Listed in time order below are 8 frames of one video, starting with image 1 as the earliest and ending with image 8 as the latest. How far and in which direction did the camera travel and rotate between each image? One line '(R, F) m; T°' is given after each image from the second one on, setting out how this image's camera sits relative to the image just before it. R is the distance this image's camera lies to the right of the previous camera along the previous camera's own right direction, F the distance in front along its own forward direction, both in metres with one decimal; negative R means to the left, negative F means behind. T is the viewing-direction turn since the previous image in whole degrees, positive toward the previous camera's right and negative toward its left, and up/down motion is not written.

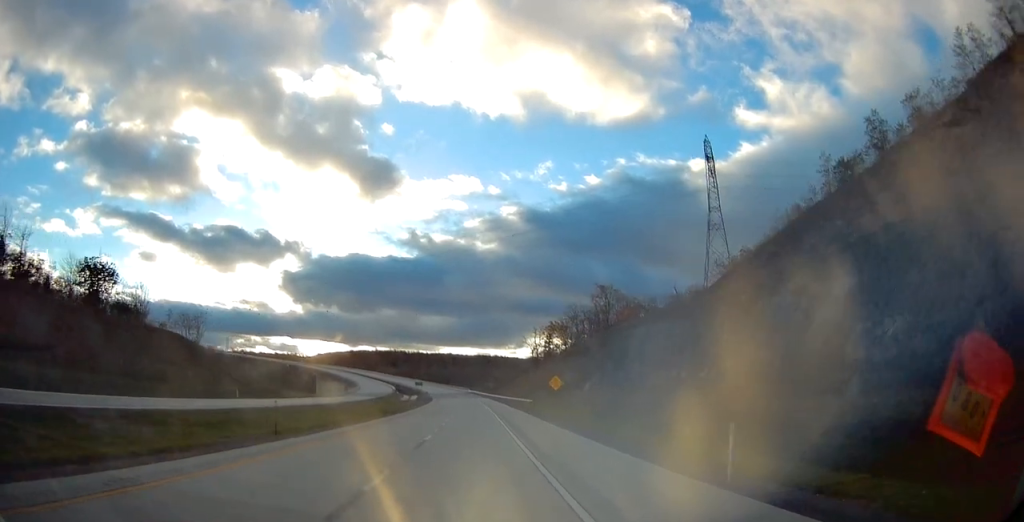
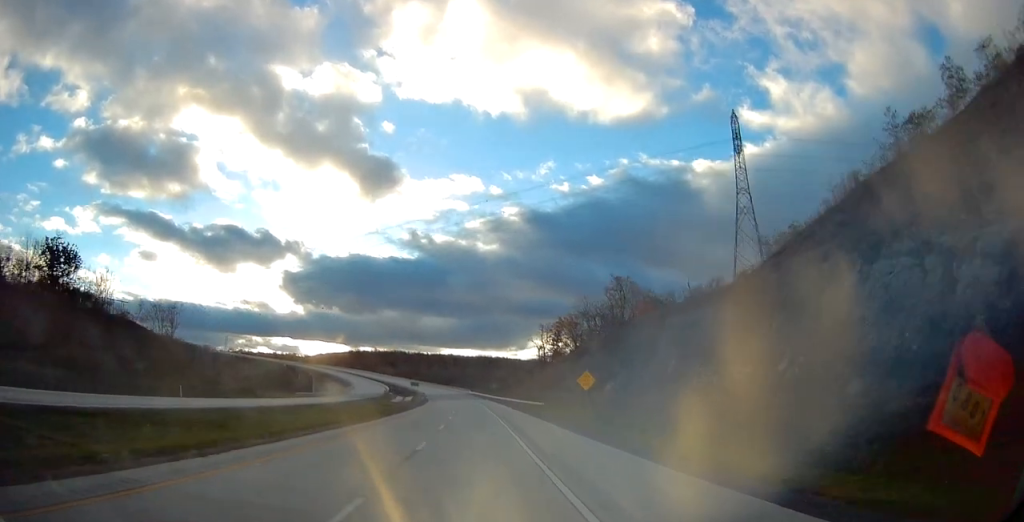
(+0.1, +16.2) m; 0°
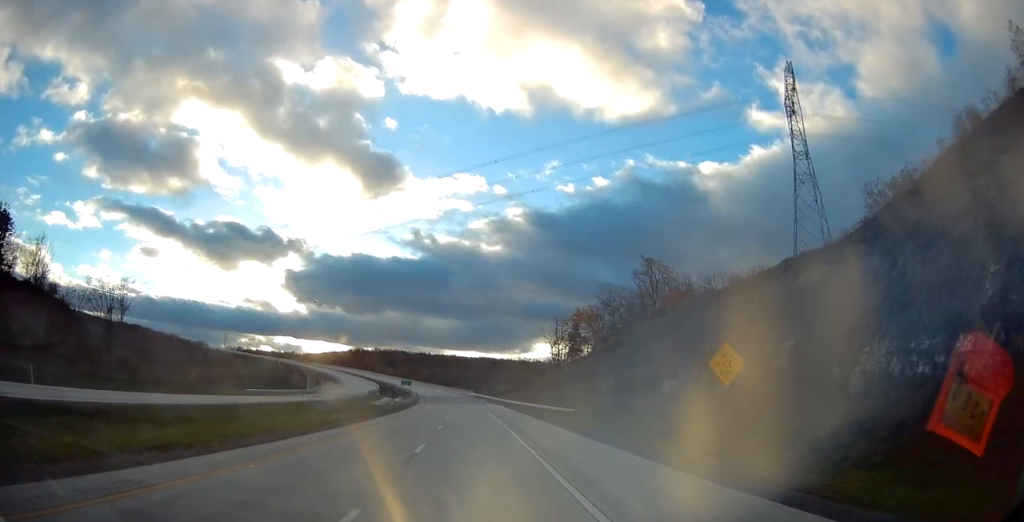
(-0.1, +25.4) m; -1°
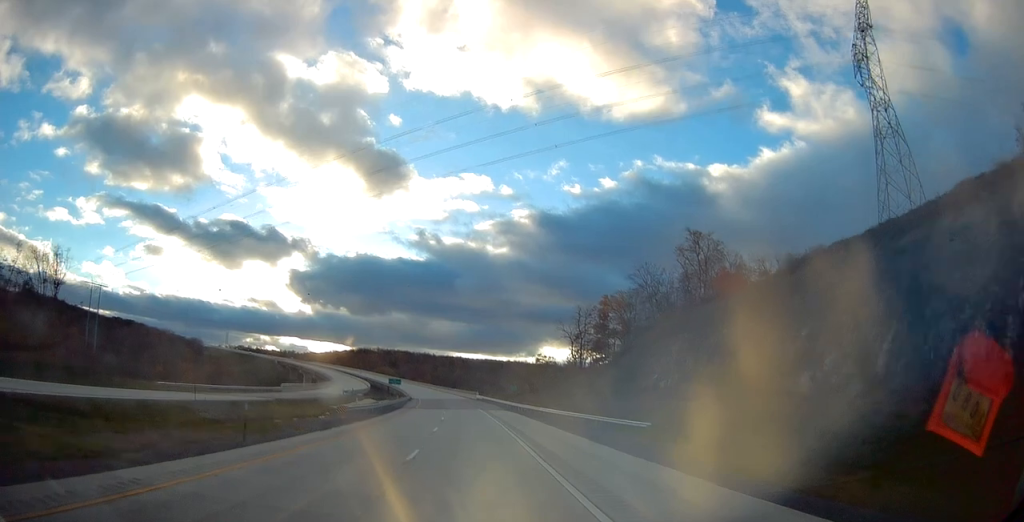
(-0.2, +26.4) m; -1°
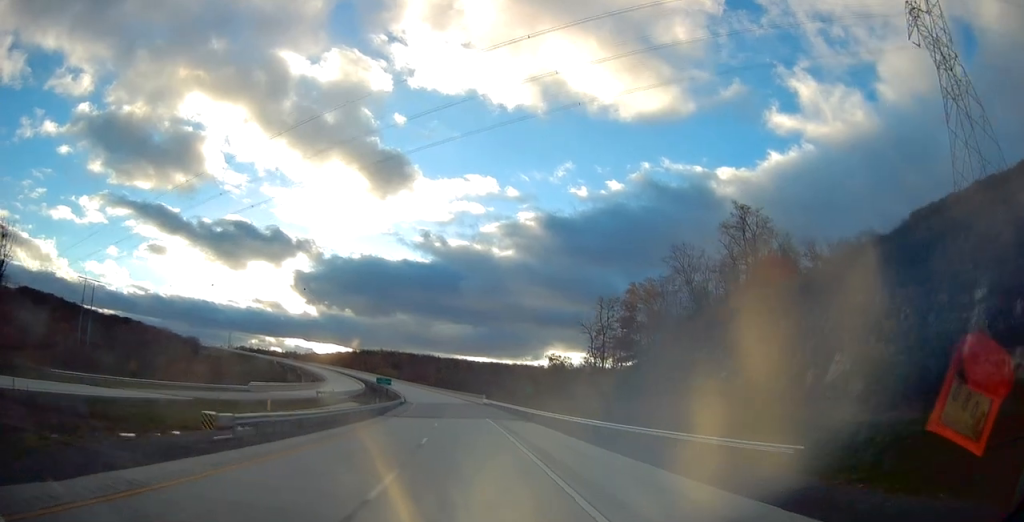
(-0.1, +18.2) m; 0°
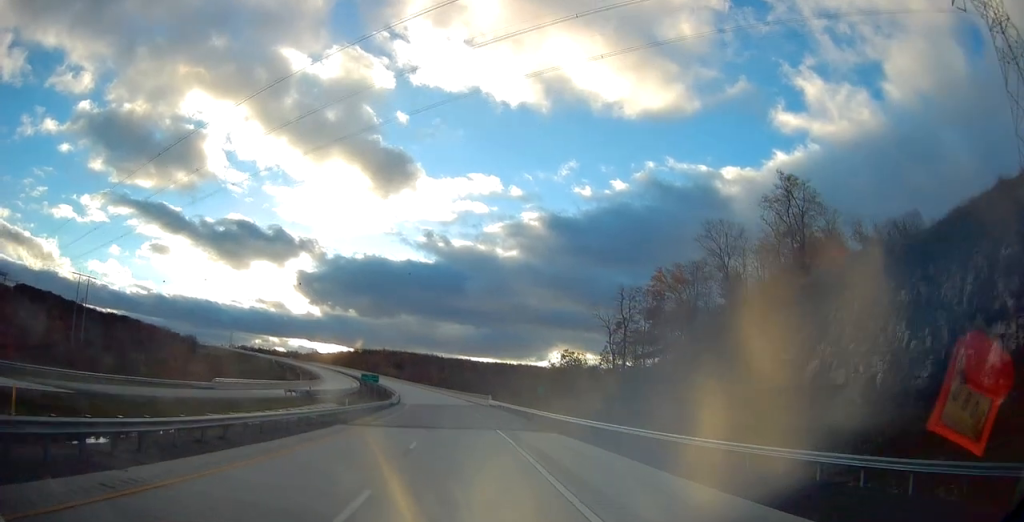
(0.0, +14.1) m; 0°
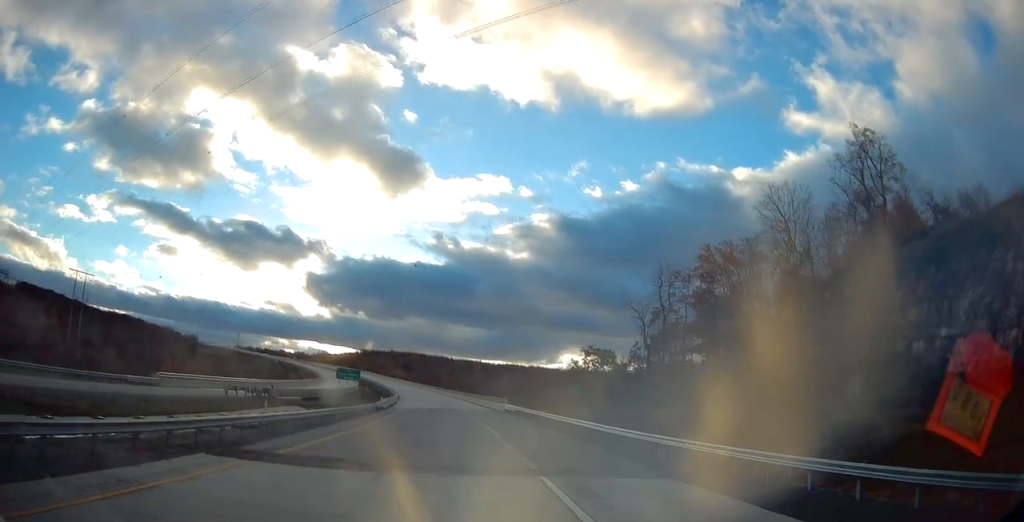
(0.0, +17.1) m; 0°
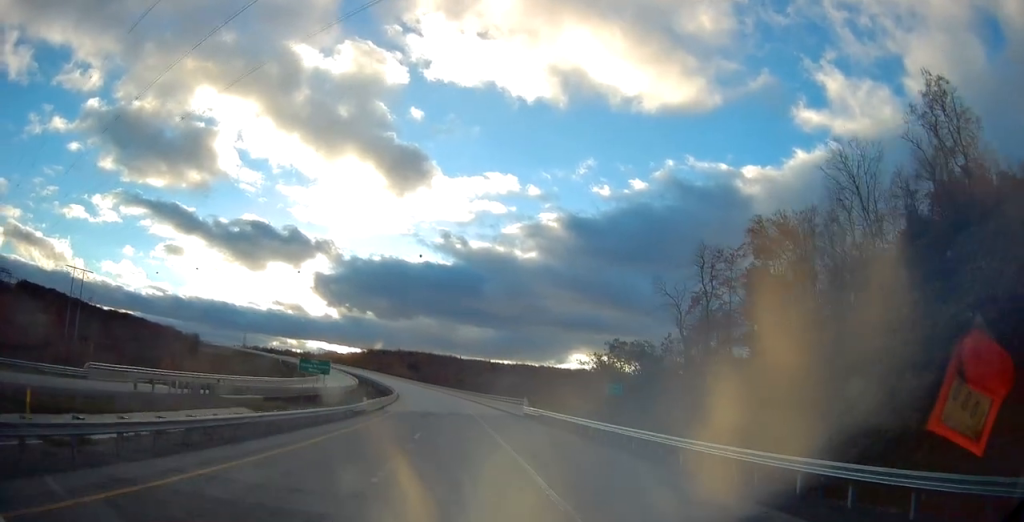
(-0.1, +14.1) m; -1°
